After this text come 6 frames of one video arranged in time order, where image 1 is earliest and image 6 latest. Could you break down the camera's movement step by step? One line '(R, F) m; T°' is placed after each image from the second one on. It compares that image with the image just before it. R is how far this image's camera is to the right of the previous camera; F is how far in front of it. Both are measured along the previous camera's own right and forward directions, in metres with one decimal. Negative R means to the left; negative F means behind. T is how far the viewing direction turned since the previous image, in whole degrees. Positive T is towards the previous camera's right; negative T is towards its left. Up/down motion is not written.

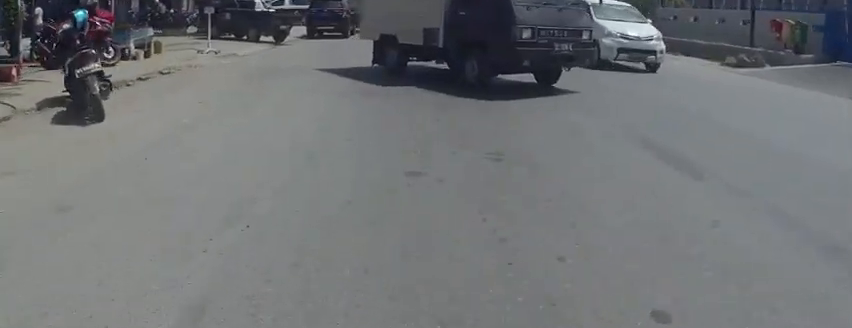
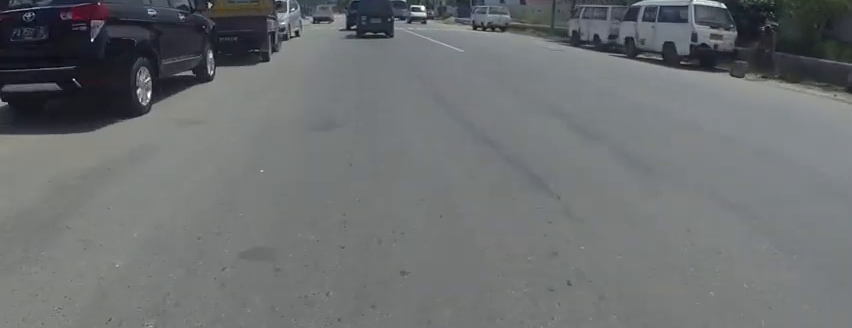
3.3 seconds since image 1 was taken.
(+3.3, +12.3) m; +20°
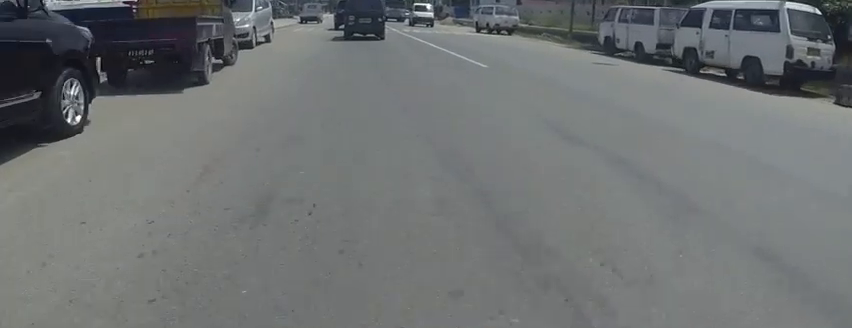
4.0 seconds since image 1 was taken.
(-0.2, +3.8) m; -4°
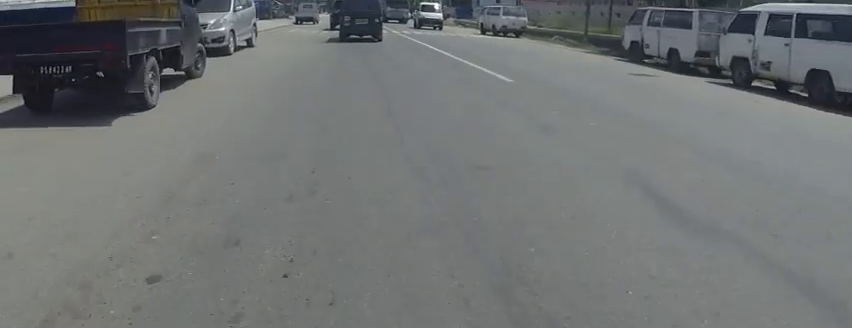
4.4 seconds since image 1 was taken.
(0.0, +2.1) m; 0°
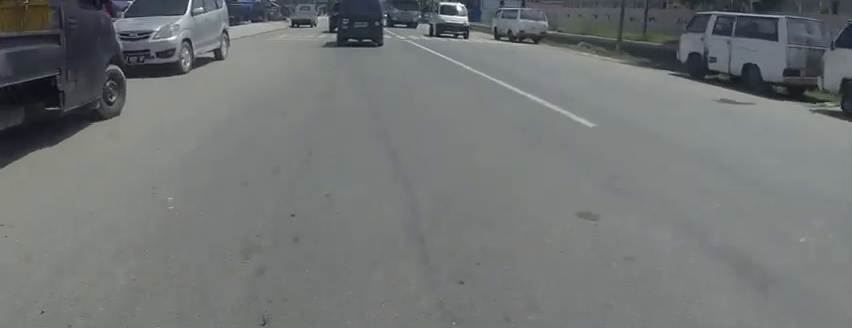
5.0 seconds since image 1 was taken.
(0.0, +3.2) m; -2°
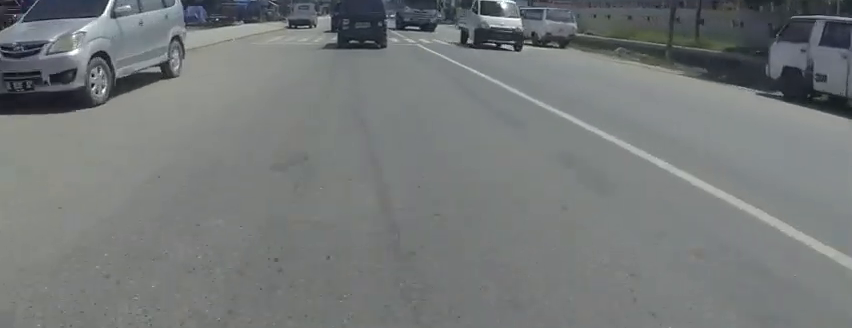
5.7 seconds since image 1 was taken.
(+0.1, +3.6) m; -3°
